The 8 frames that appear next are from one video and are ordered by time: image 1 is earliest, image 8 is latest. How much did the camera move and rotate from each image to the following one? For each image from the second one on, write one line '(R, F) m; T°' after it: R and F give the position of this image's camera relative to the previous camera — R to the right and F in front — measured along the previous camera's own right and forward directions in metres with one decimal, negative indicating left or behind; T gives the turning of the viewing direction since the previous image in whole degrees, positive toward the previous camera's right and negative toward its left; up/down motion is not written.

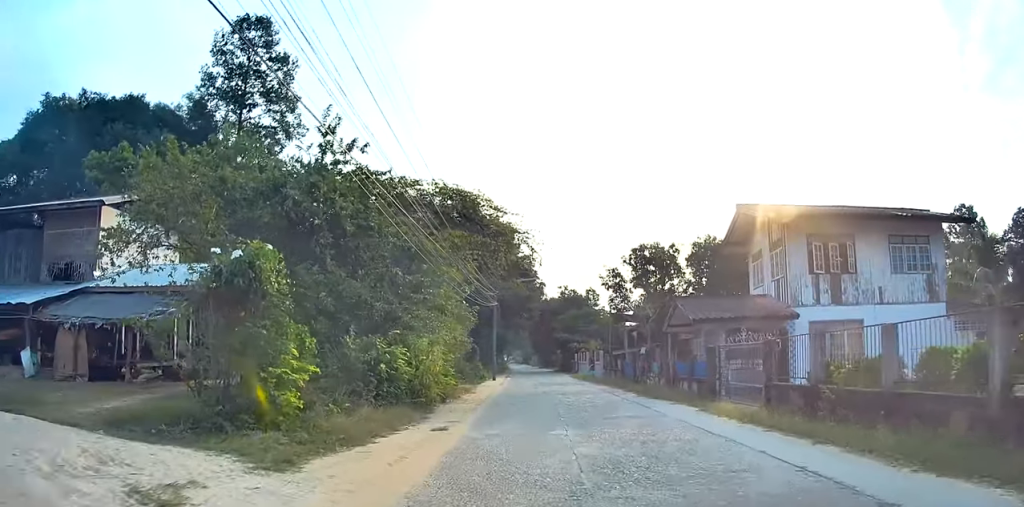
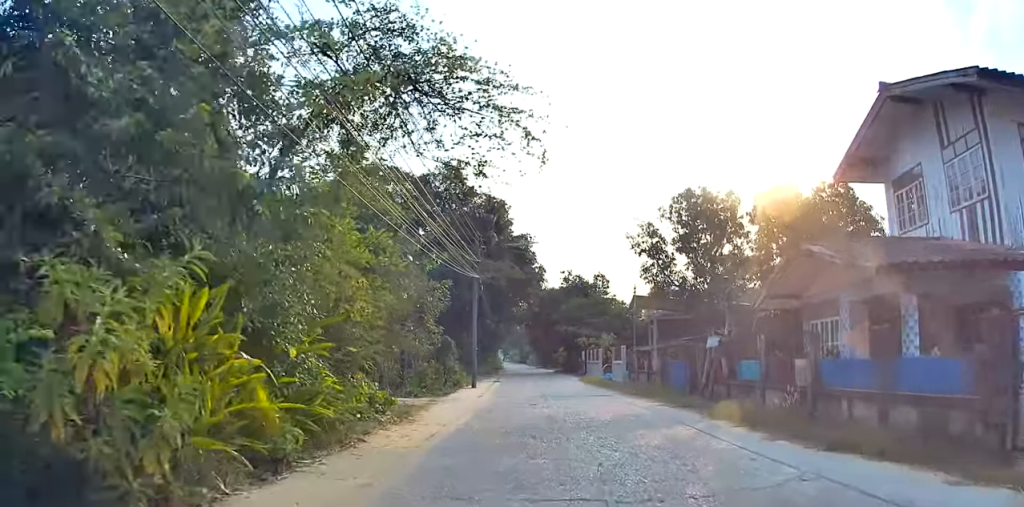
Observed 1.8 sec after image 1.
(+0.1, +11.1) m; +3°
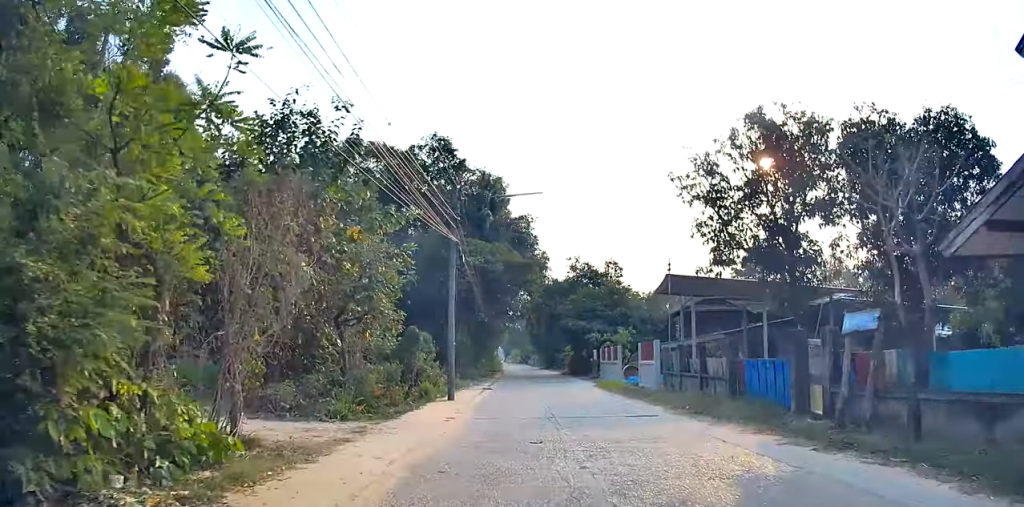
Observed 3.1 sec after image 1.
(+0.1, +8.1) m; -1°
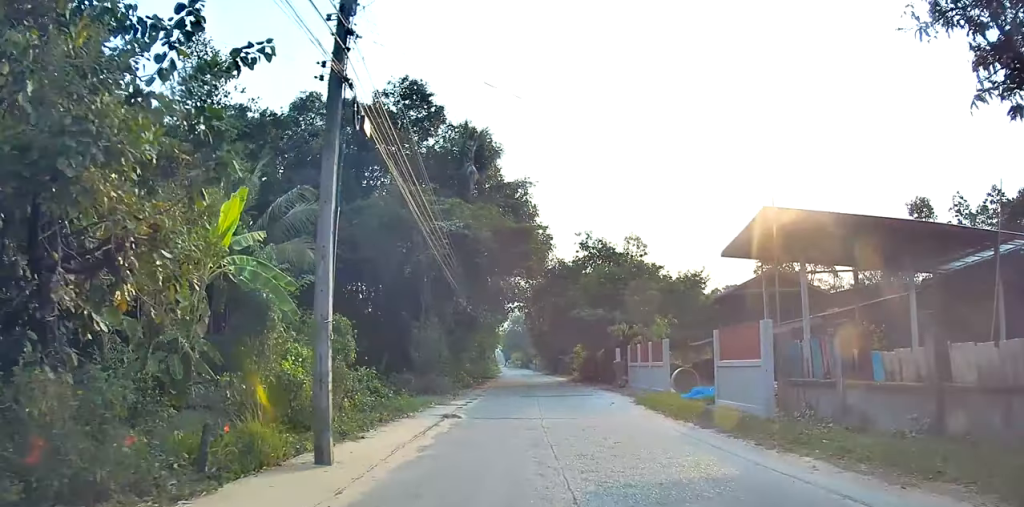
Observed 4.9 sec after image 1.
(-0.2, +11.6) m; -1°
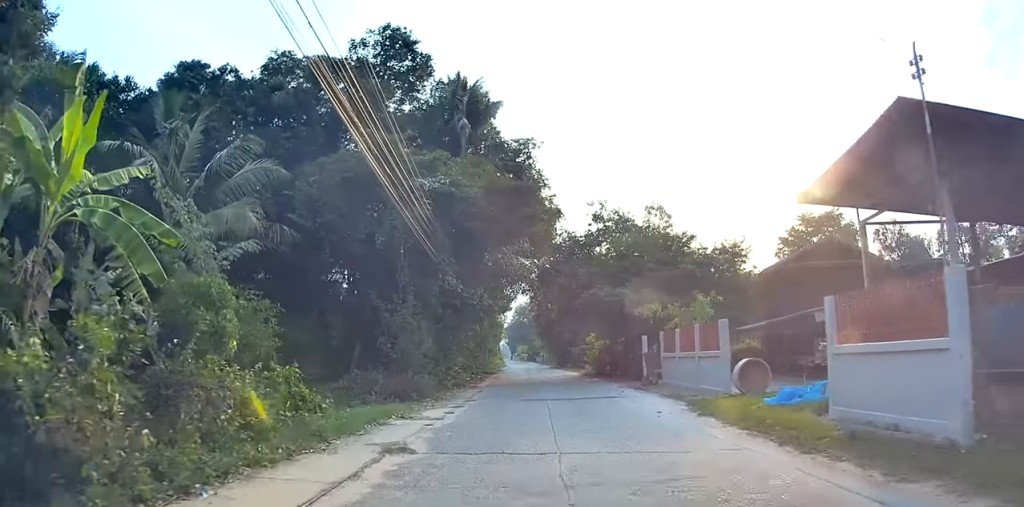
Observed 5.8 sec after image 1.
(0.0, +5.5) m; 0°
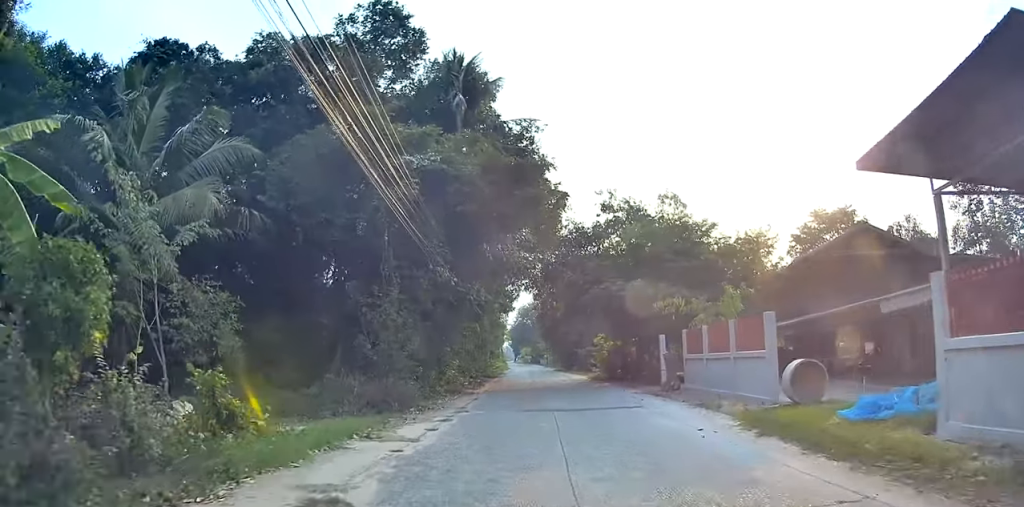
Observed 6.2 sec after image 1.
(0.0, +2.9) m; 0°
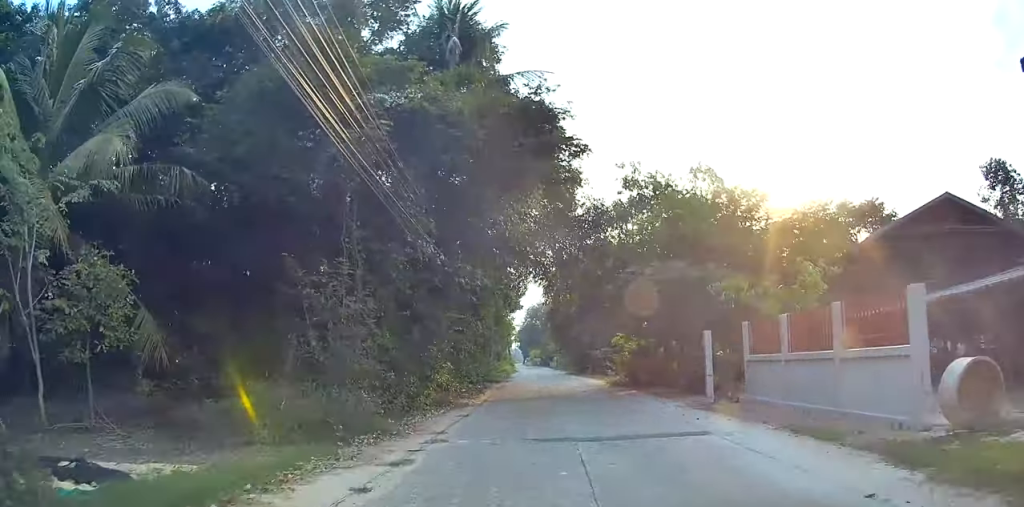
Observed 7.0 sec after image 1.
(0.0, +5.1) m; 0°
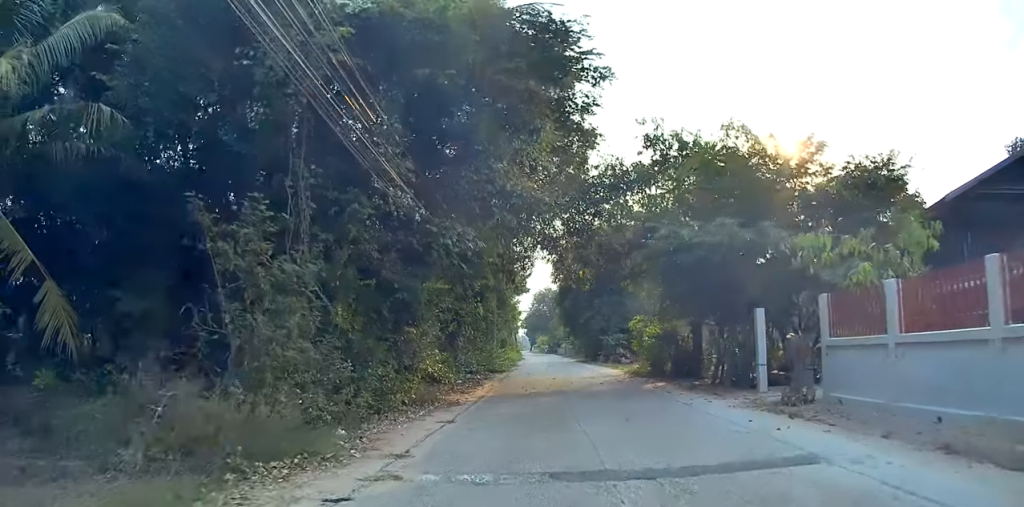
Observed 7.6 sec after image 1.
(0.0, +4.2) m; 0°
